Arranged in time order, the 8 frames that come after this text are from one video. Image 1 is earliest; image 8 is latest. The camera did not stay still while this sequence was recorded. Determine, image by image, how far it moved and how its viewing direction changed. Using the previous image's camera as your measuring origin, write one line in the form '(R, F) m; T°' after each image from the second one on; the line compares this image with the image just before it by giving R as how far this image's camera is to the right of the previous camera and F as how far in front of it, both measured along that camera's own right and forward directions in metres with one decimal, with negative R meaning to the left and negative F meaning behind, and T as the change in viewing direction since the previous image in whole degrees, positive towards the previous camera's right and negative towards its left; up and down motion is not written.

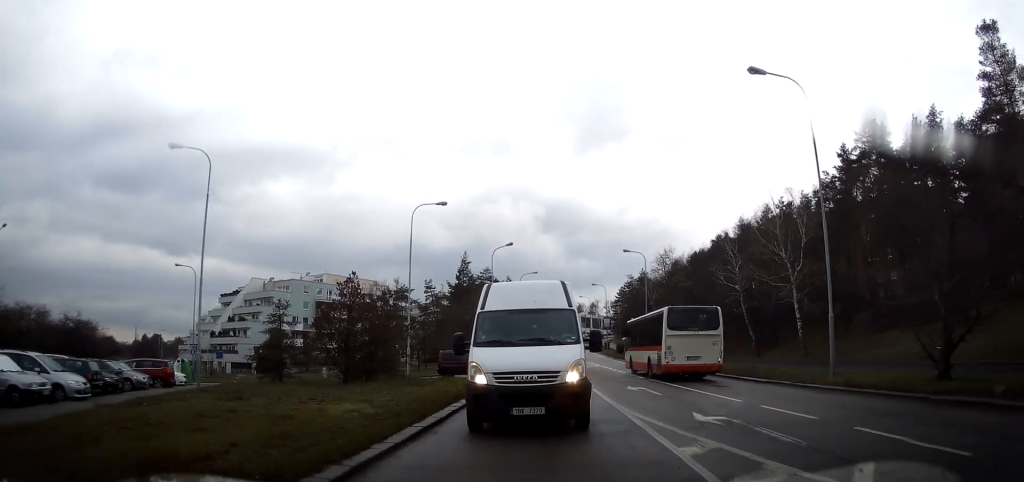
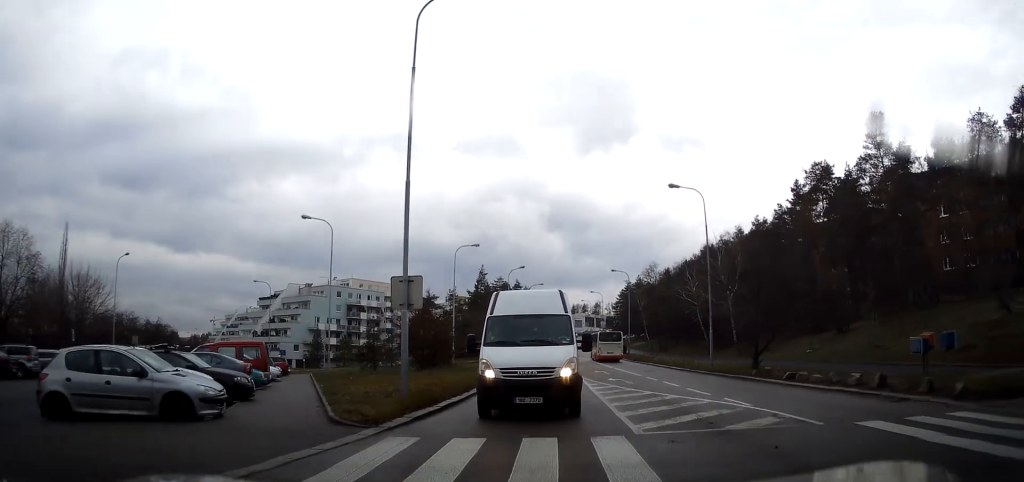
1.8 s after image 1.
(-0.1, +16.9) m; -1°
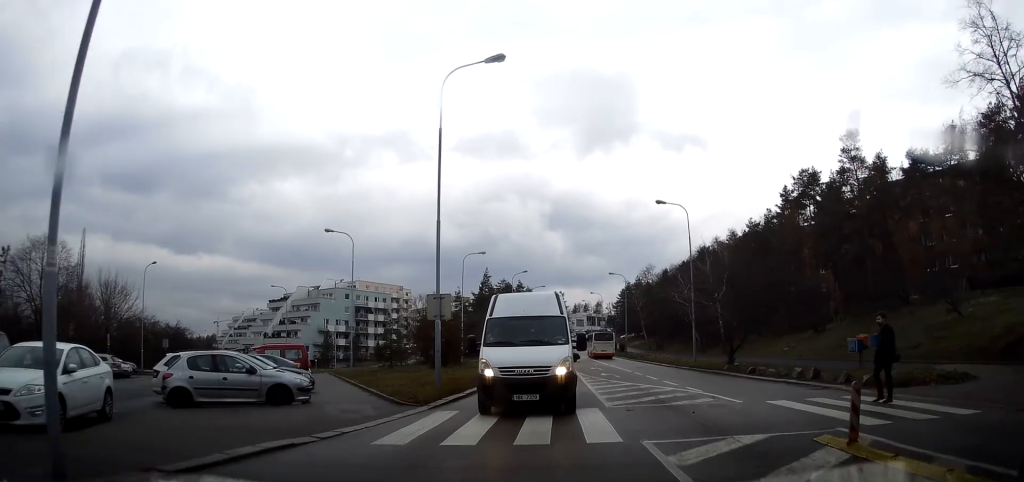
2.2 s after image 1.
(0.0, +4.6) m; 0°
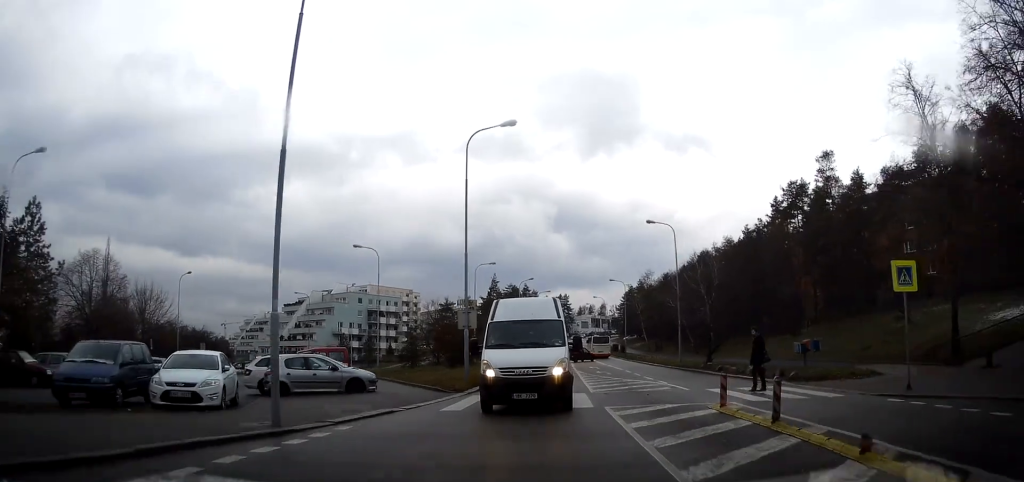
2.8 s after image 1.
(-0.1, +6.0) m; 0°
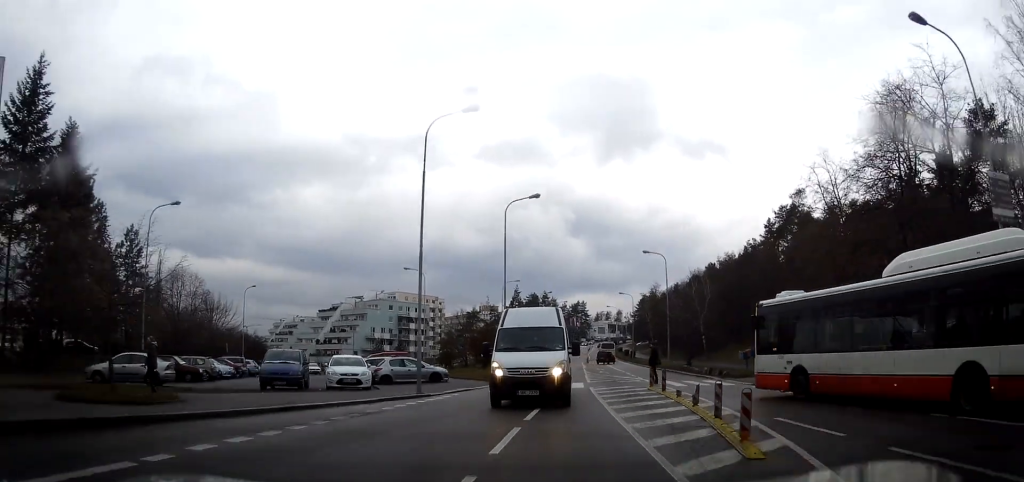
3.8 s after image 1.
(0.0, +11.9) m; -1°
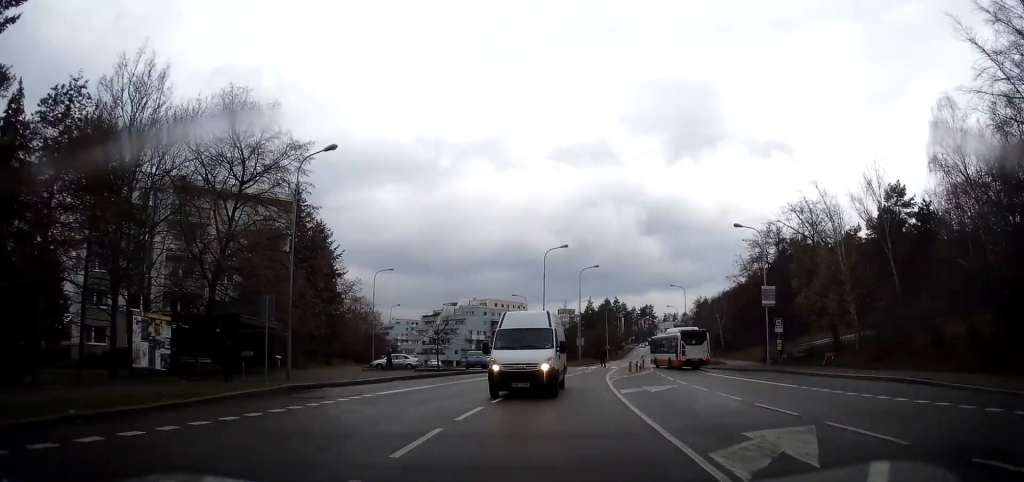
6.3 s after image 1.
(-1.7, +31.0) m; -7°
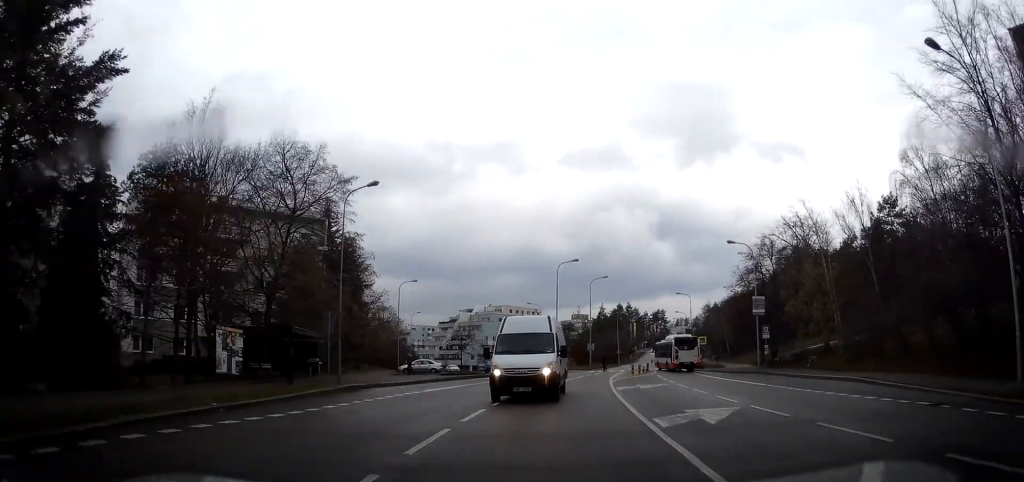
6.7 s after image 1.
(-0.1, +5.1) m; -1°
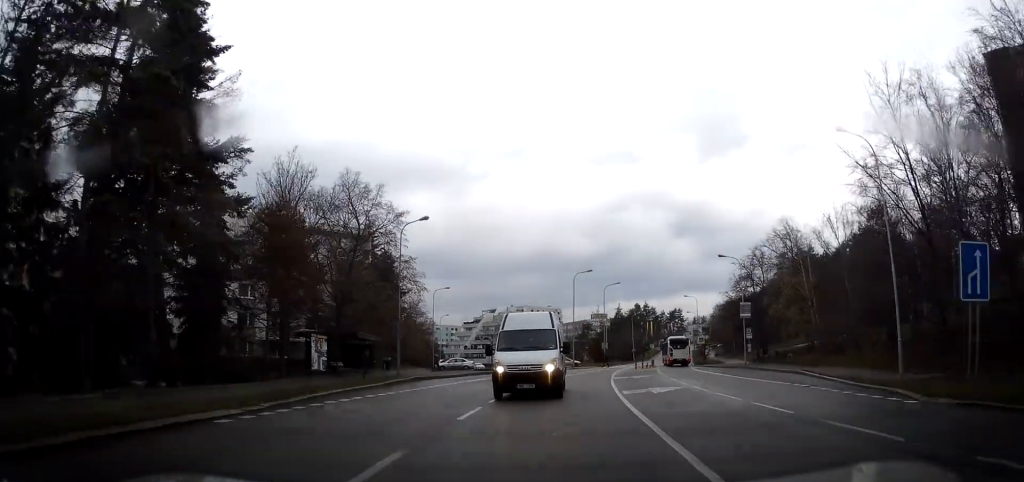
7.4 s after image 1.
(-0.1, +9.1) m; -2°
